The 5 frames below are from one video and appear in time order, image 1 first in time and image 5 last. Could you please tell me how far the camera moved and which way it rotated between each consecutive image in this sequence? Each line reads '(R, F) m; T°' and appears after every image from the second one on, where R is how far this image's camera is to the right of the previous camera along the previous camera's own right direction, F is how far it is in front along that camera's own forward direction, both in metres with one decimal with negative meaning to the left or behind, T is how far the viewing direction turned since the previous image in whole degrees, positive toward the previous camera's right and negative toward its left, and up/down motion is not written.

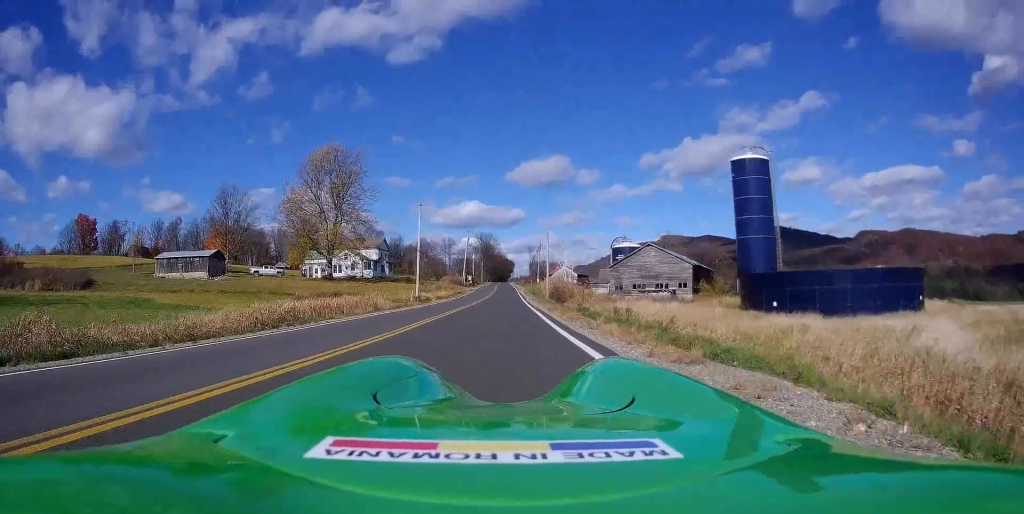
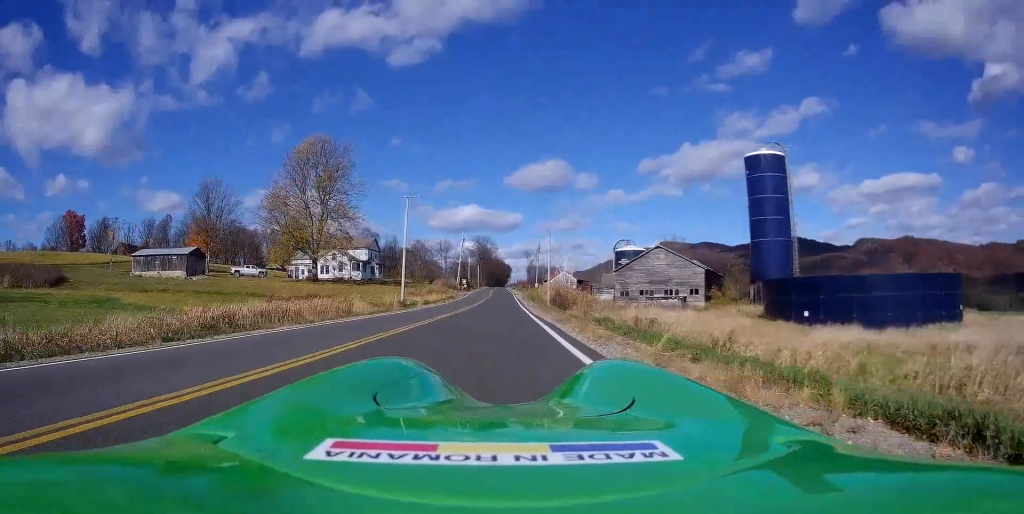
(0.0, +6.1) m; 0°
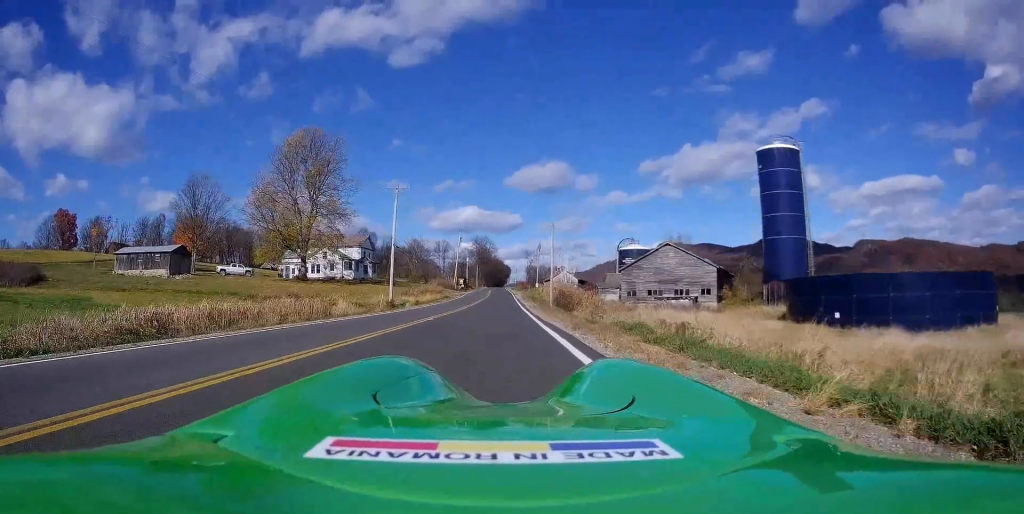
(0.0, +4.6) m; 0°
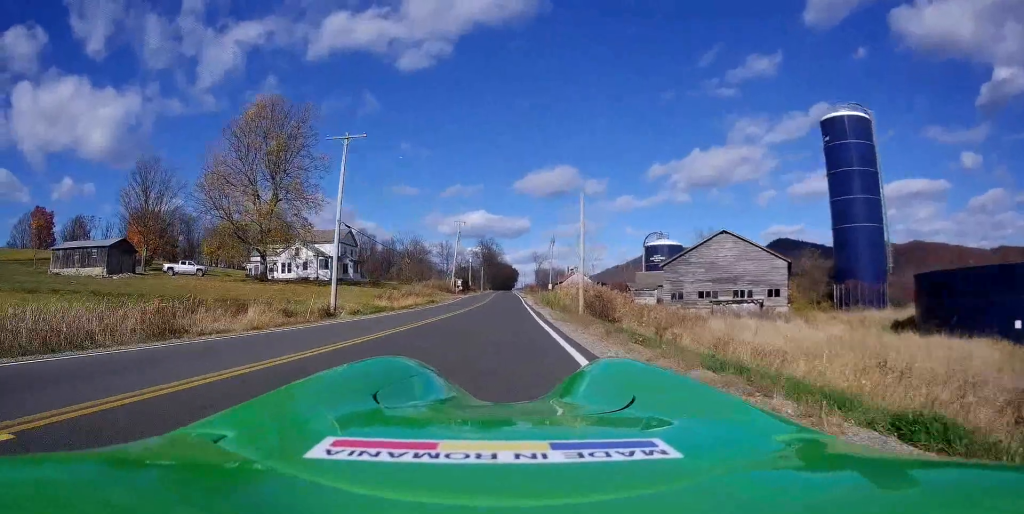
(0.0, +16.4) m; 0°
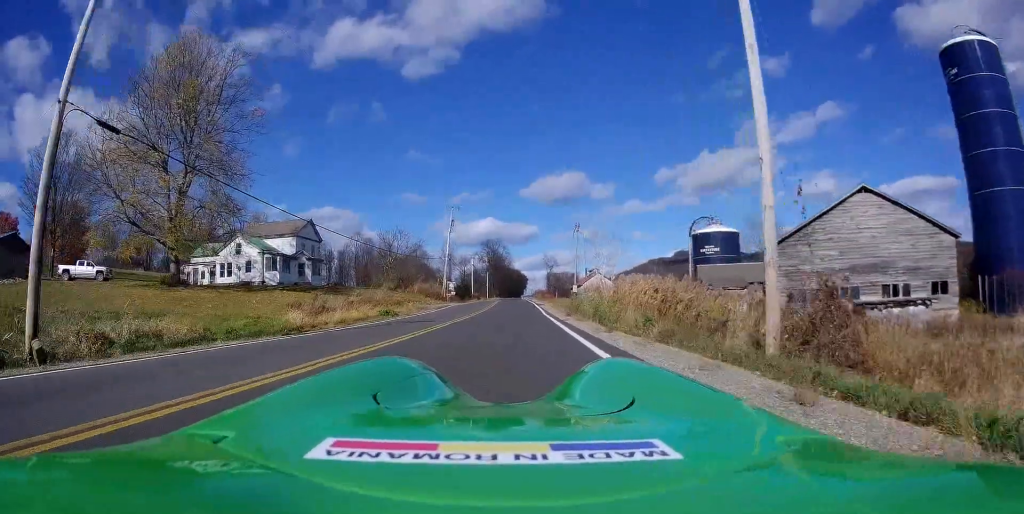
(0.0, +22.0) m; 0°
